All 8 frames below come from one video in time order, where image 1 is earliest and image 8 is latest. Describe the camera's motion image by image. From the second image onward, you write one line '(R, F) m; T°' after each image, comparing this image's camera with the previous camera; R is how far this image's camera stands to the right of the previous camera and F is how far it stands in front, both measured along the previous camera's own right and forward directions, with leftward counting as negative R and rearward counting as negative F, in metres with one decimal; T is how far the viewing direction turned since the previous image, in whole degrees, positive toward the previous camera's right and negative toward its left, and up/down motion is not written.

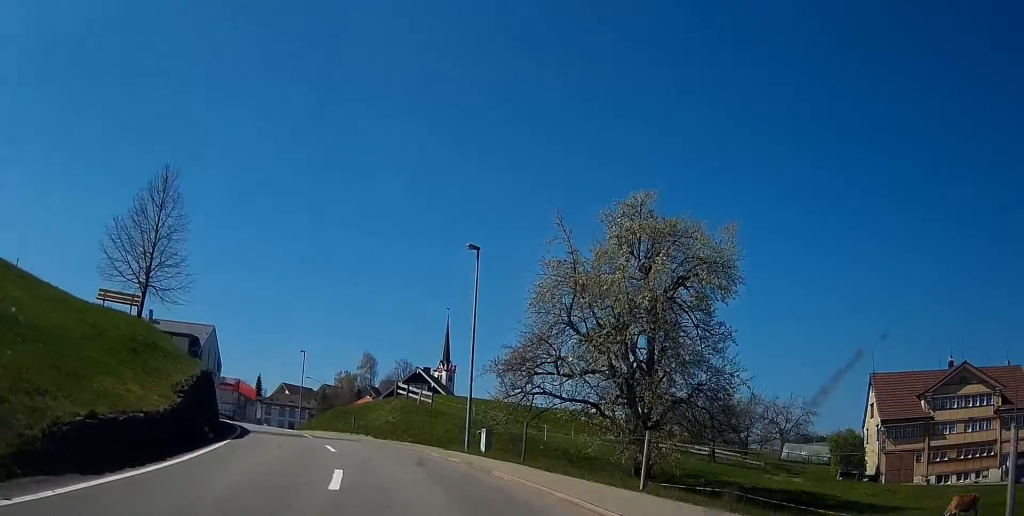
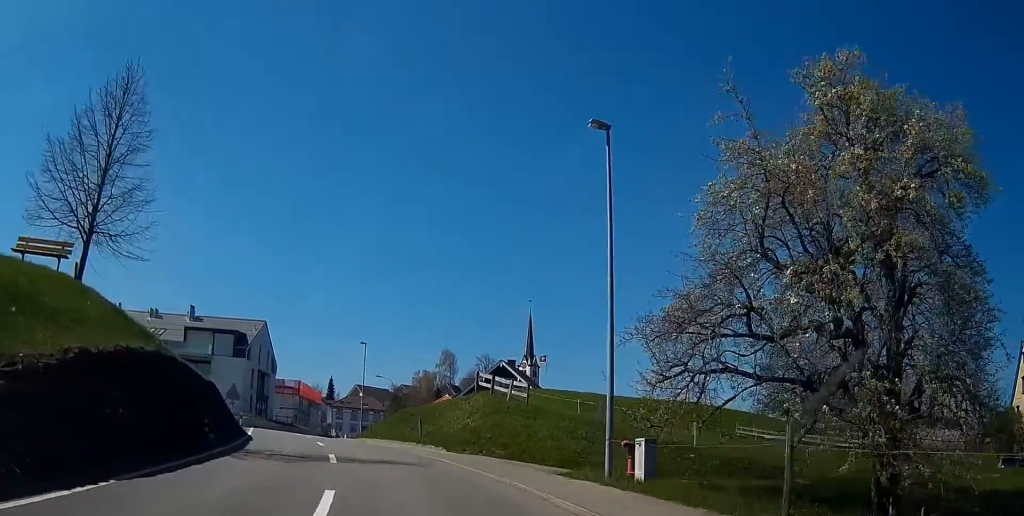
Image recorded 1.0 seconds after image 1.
(-0.7, +11.9) m; -7°
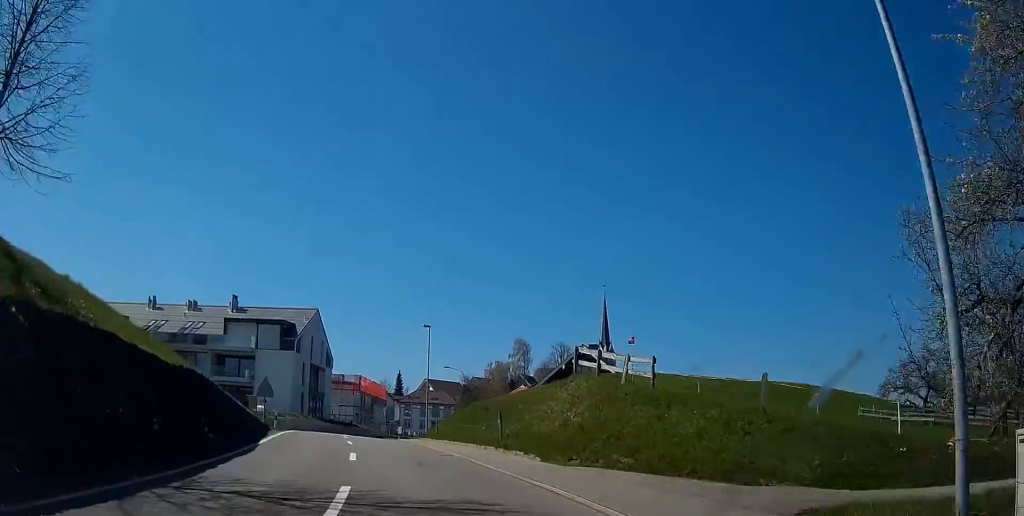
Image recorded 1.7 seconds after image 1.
(-0.3, +9.1) m; -5°
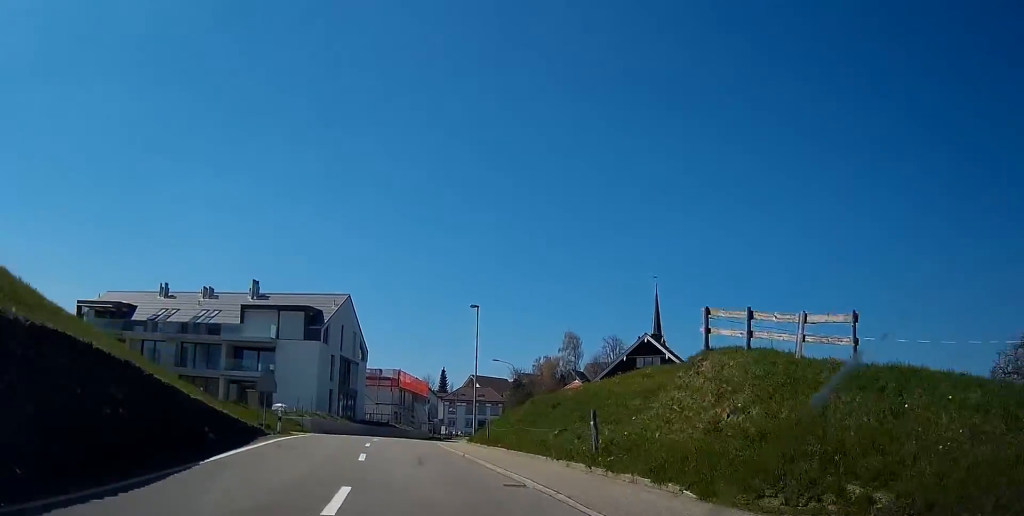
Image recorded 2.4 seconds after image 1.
(-0.5, +8.9) m; -3°
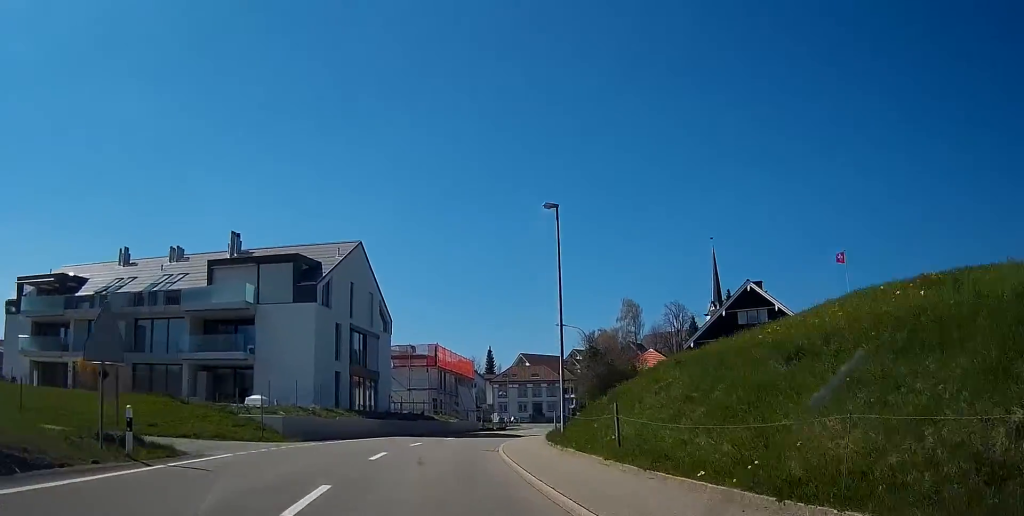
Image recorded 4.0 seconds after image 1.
(-0.5, +18.4) m; -3°
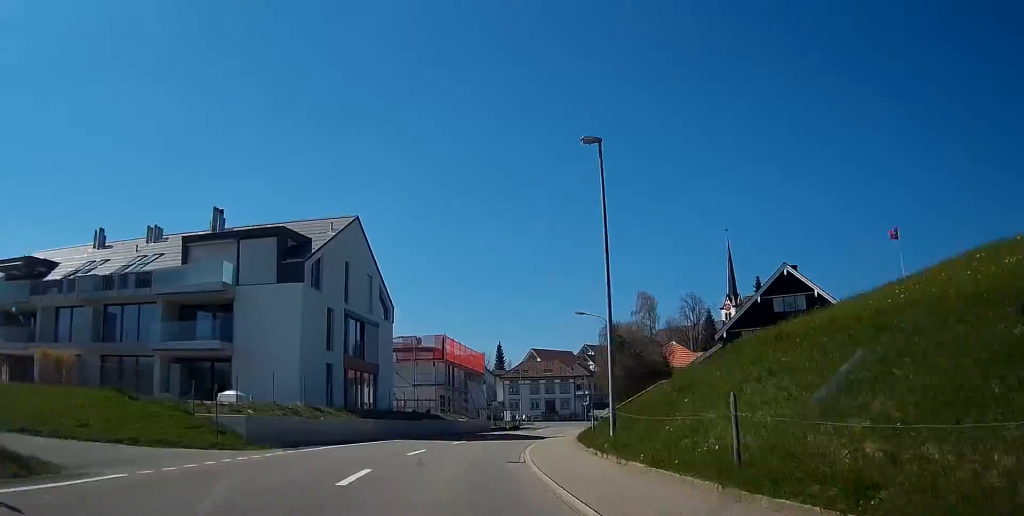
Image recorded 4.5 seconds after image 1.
(-0.1, +6.0) m; 0°
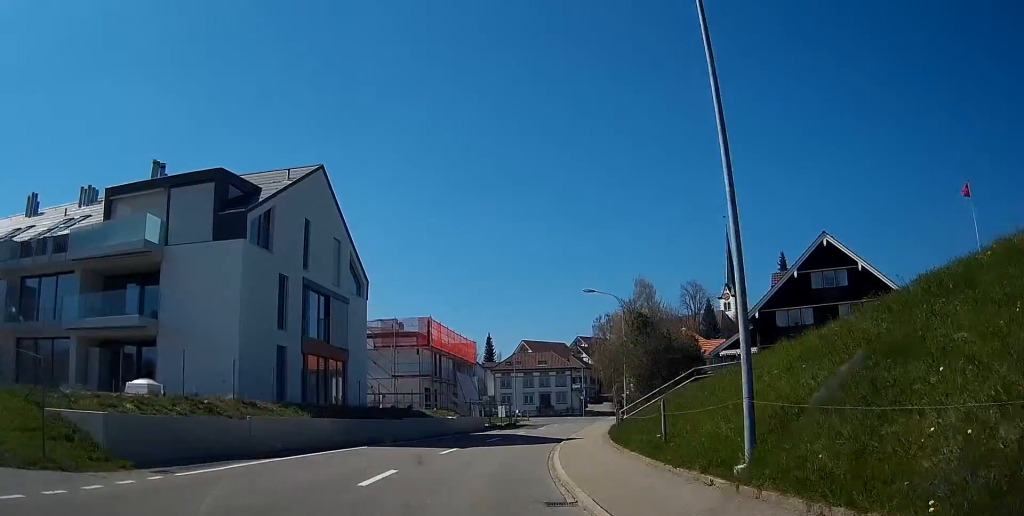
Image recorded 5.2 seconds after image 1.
(0.0, +8.8) m; +1°
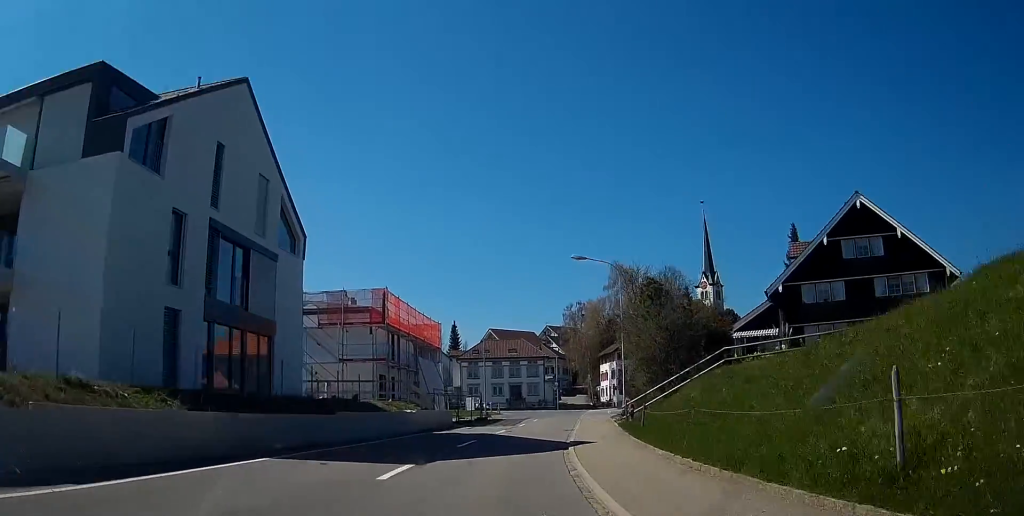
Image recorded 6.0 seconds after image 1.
(+0.1, +9.1) m; +3°
